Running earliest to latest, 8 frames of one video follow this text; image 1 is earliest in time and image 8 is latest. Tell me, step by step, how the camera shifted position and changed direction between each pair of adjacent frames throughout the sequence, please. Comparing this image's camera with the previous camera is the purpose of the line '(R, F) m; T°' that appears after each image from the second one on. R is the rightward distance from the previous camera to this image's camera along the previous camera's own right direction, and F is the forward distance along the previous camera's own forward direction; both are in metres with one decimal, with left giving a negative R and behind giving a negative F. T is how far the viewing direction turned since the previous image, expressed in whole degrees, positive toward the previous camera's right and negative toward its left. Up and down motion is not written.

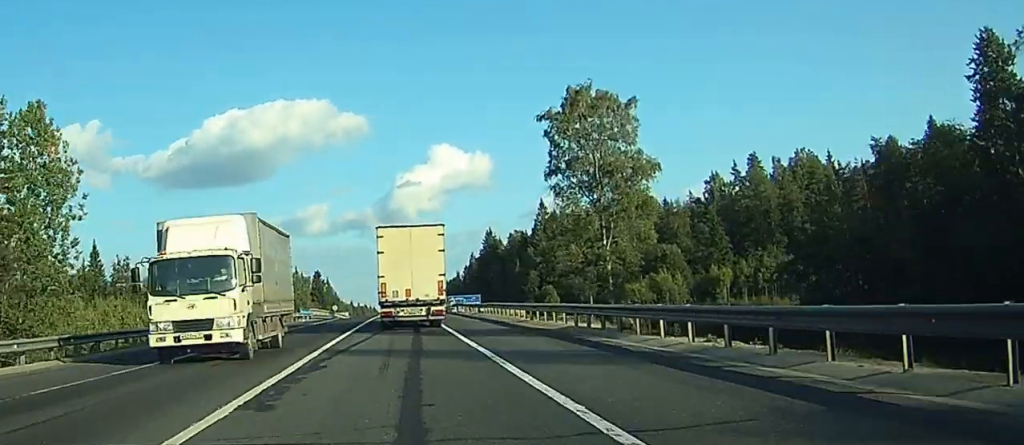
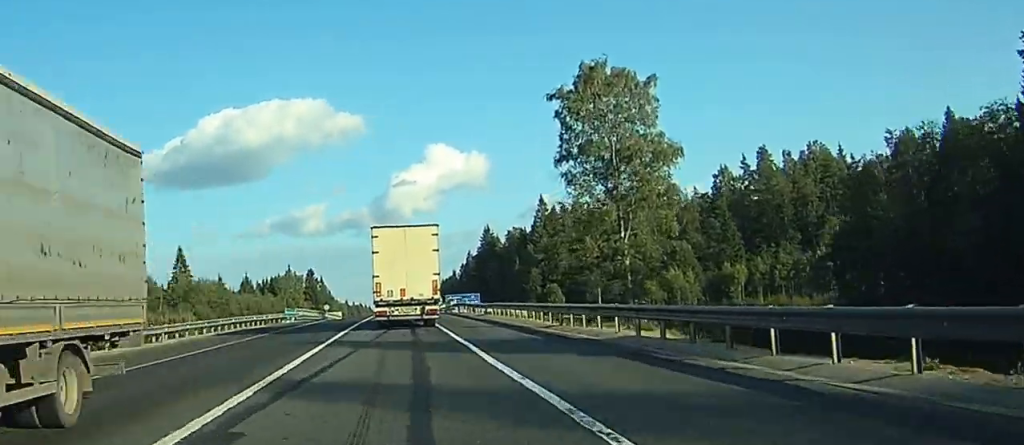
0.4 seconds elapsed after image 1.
(+0.1, +8.4) m; 0°
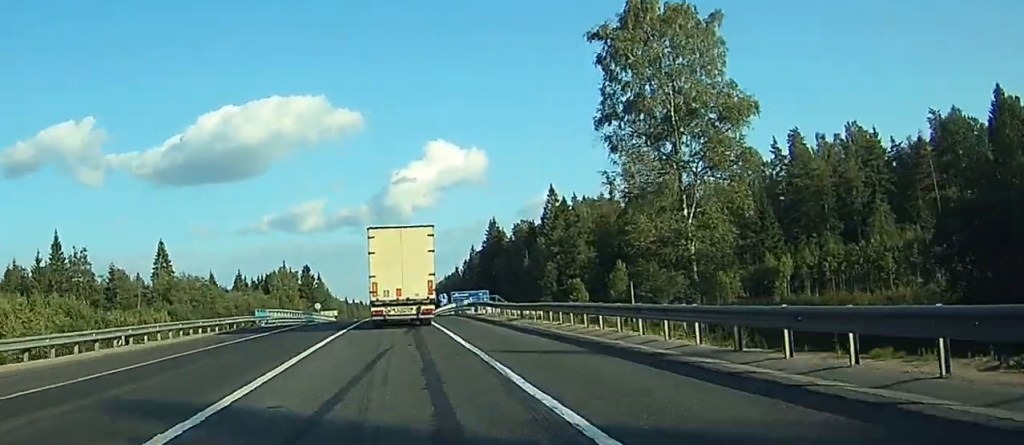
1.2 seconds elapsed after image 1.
(+0.1, +16.7) m; +1°
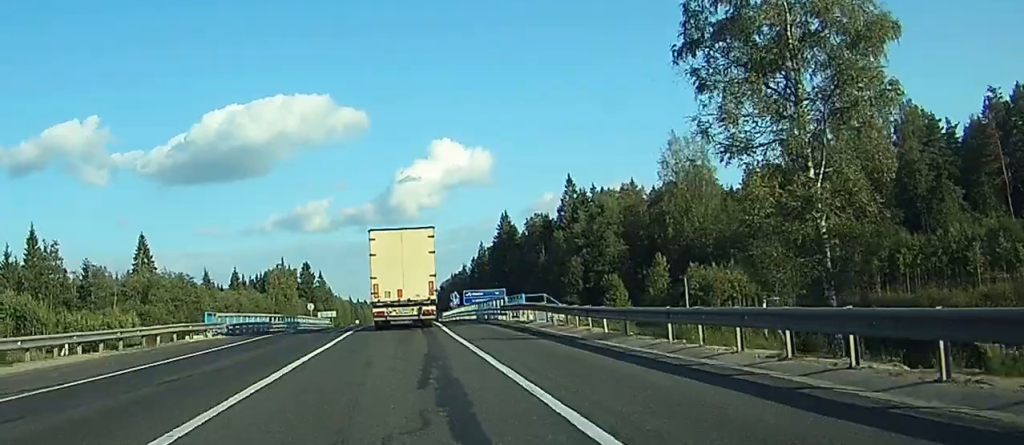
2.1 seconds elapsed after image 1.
(+0.1, +18.0) m; +1°
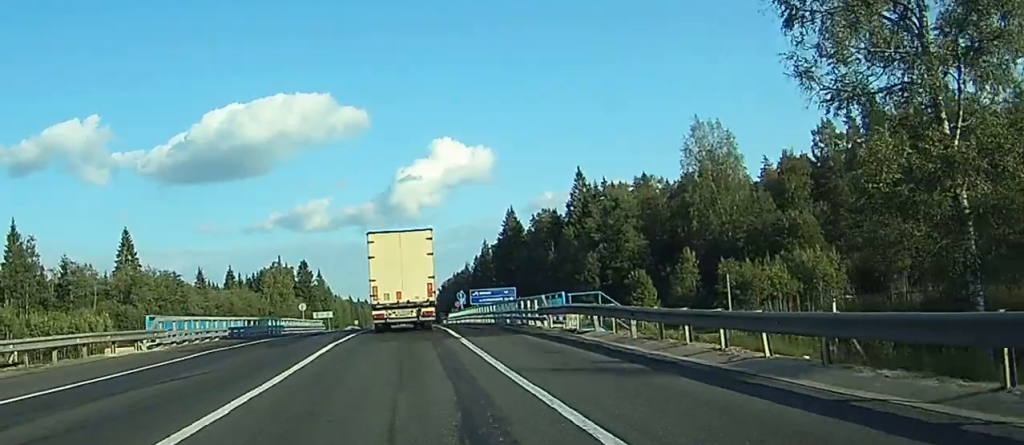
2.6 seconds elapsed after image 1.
(+0.1, +11.0) m; 0°
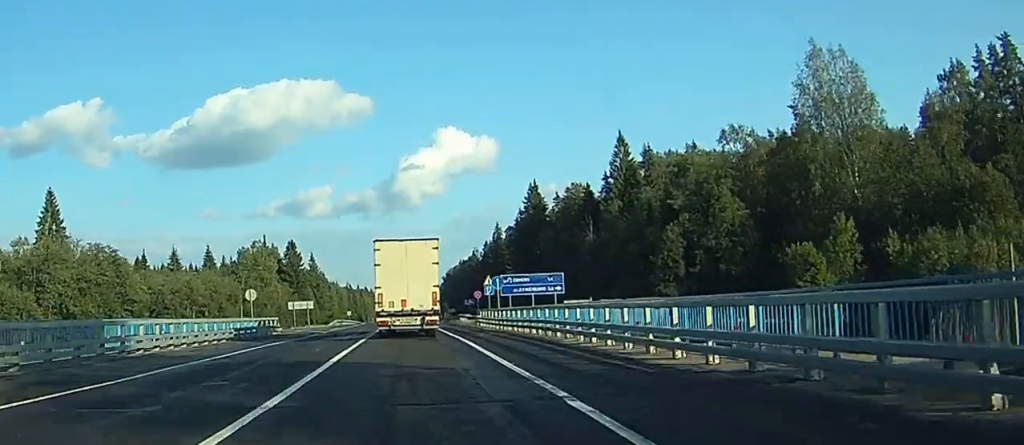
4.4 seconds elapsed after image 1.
(0.0, +36.8) m; 0°
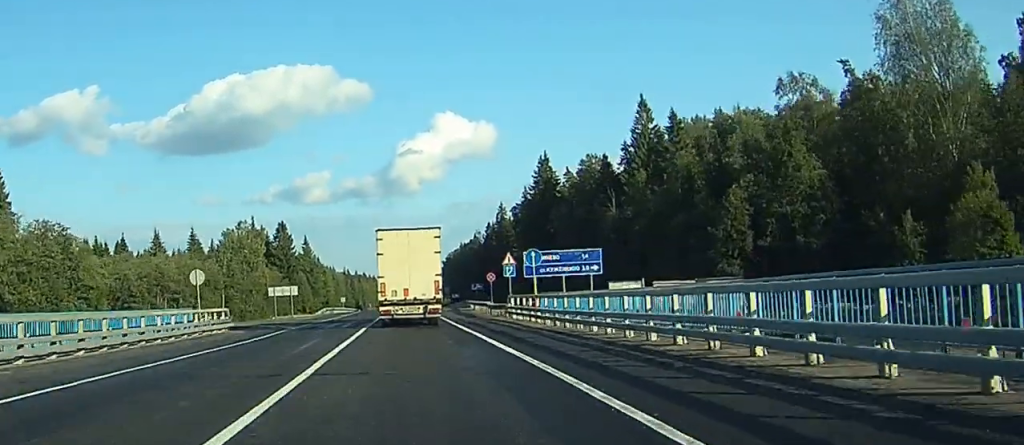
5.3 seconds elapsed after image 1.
(0.0, +17.7) m; 0°
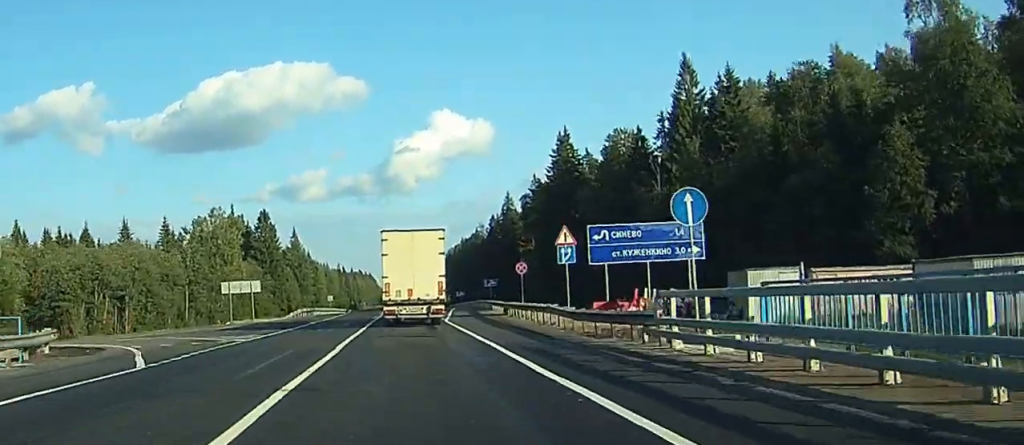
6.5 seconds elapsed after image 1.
(0.0, +25.8) m; 0°
